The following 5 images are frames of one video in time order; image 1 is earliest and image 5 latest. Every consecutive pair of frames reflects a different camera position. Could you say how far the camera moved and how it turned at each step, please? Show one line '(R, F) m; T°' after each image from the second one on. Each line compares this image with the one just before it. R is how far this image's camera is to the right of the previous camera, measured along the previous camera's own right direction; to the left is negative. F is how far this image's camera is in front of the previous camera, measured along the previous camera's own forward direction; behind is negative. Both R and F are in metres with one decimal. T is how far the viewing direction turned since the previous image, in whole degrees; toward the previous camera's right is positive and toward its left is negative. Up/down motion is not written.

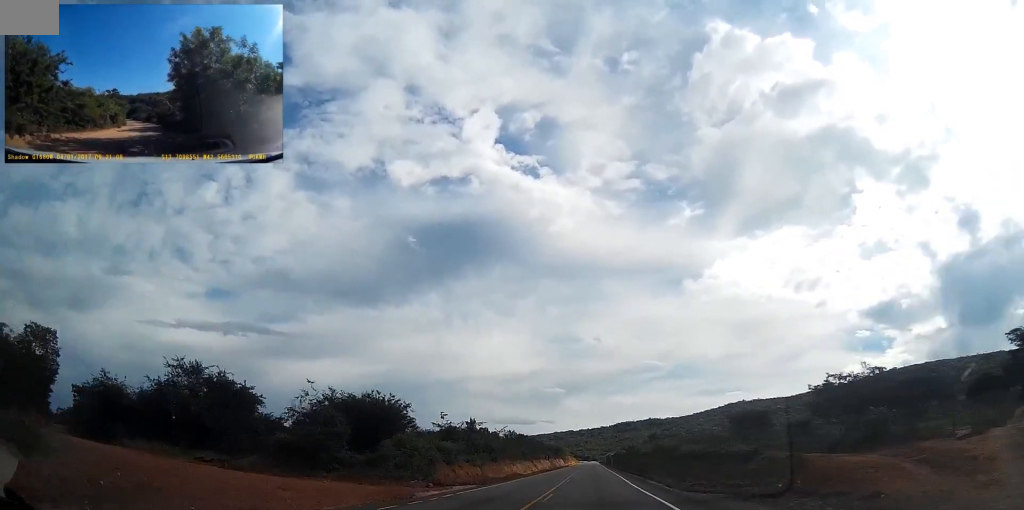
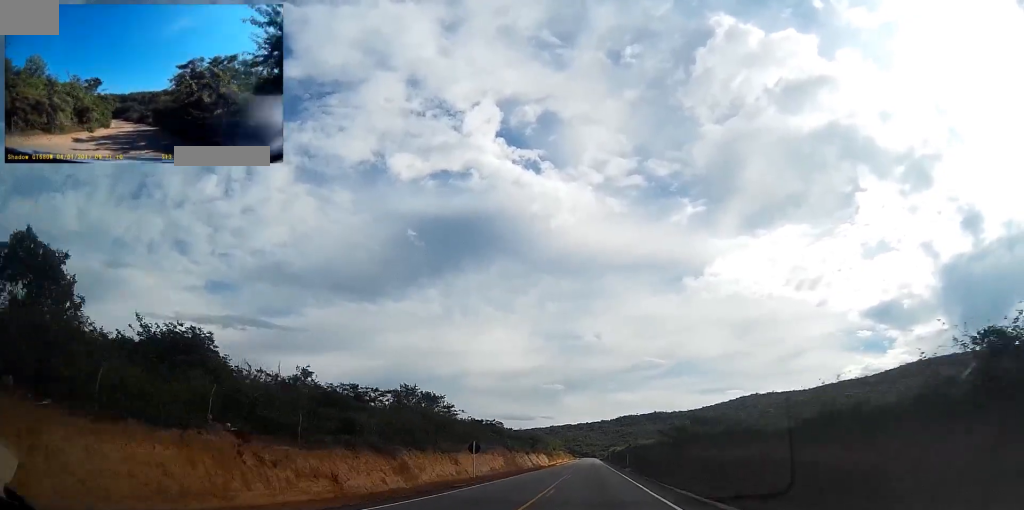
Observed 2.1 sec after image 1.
(0.0, +60.8) m; 0°
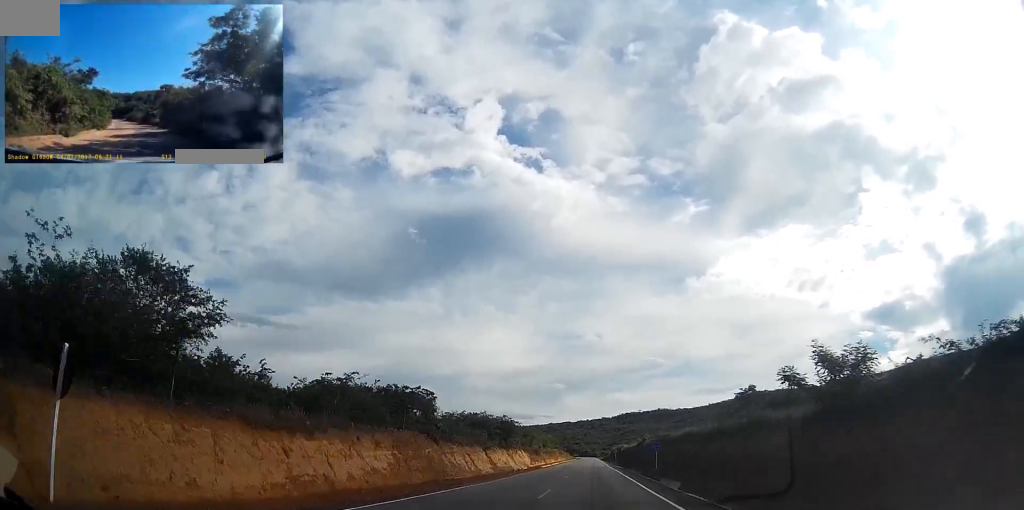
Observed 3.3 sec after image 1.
(-0.1, +33.6) m; 0°
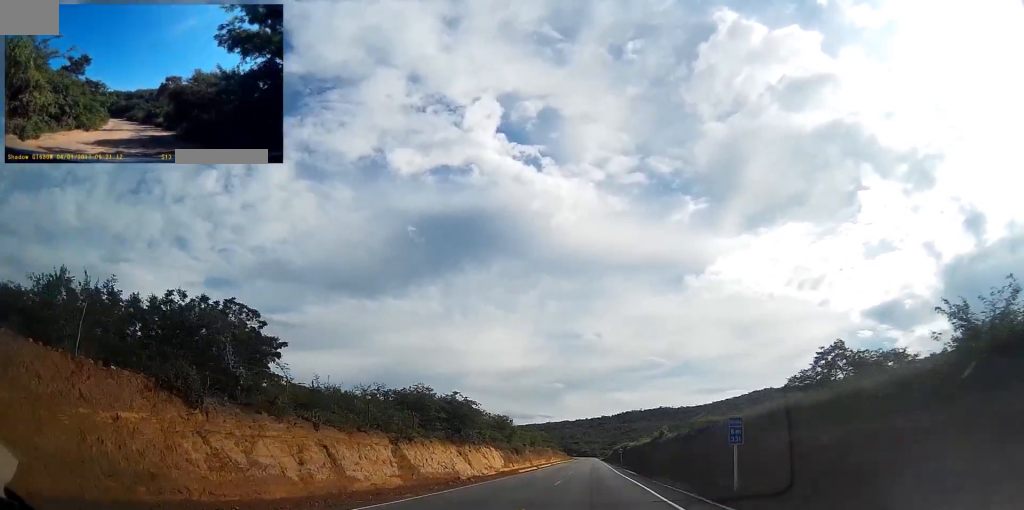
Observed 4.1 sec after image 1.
(+0.2, +23.4) m; +1°
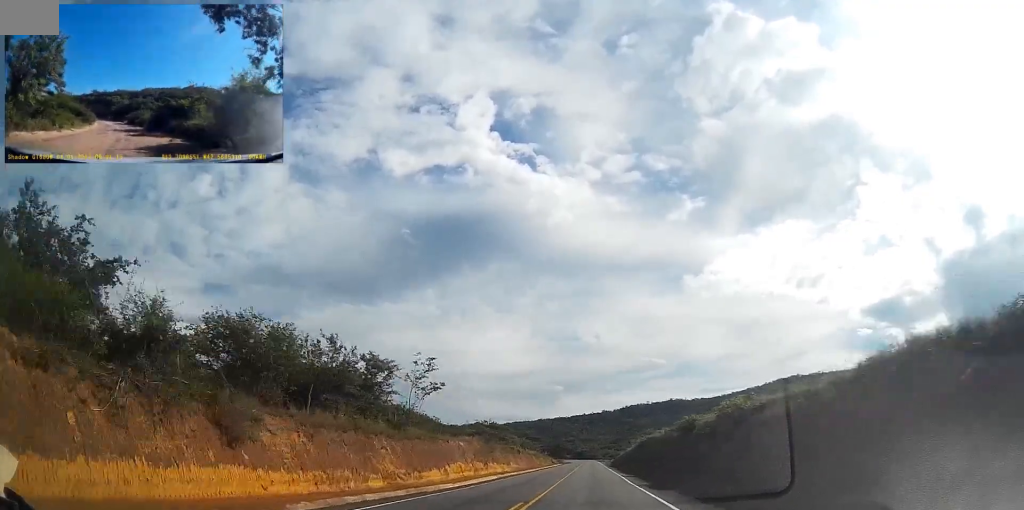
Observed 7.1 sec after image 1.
(-0.2, +90.6) m; 0°
